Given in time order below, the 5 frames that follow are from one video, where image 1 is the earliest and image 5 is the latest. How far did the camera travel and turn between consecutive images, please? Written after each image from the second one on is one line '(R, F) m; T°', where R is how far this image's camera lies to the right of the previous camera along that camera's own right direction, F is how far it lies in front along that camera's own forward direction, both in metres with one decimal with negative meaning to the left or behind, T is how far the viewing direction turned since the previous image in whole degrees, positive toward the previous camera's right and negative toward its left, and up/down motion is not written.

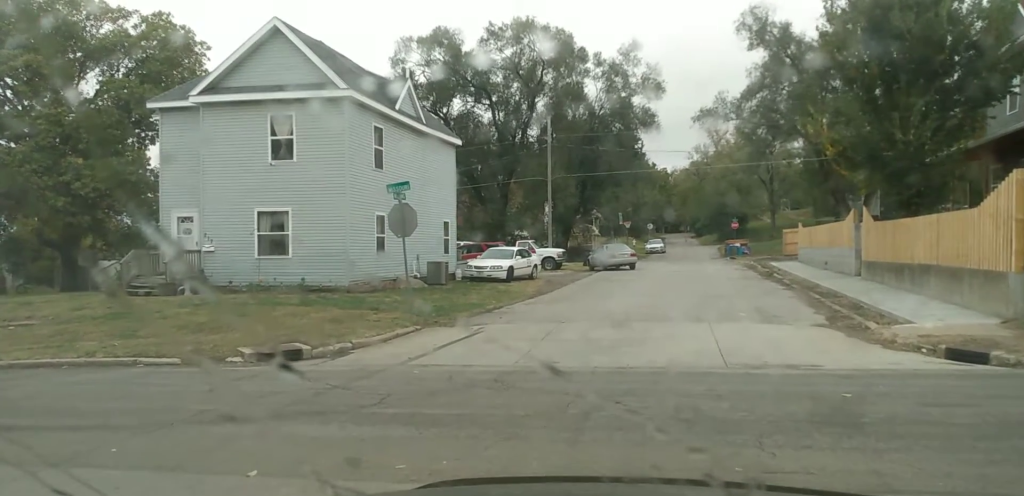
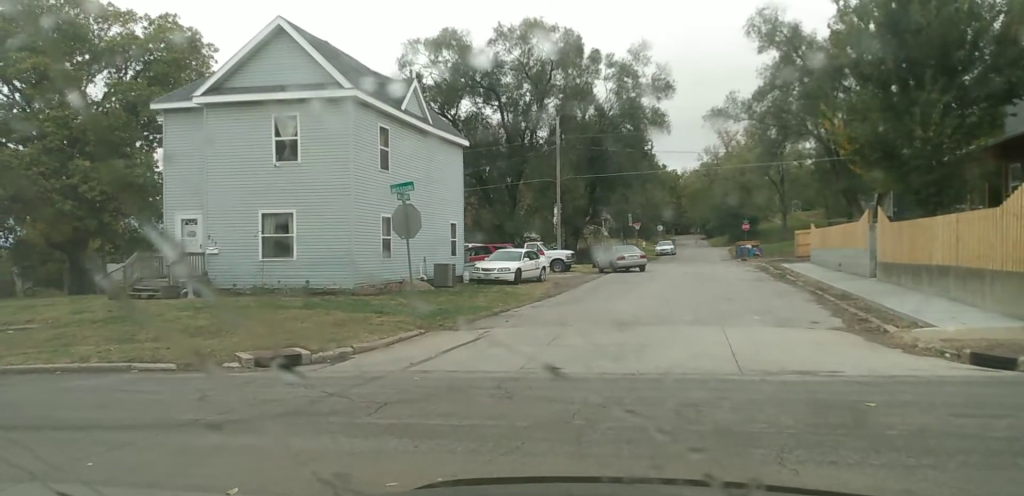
(0.0, +1.1) m; 0°
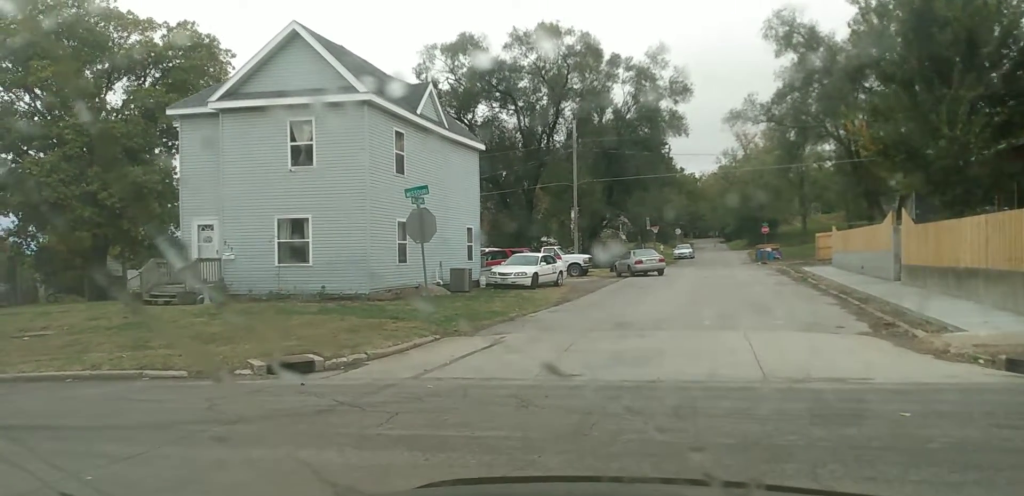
(0.0, +0.6) m; 0°
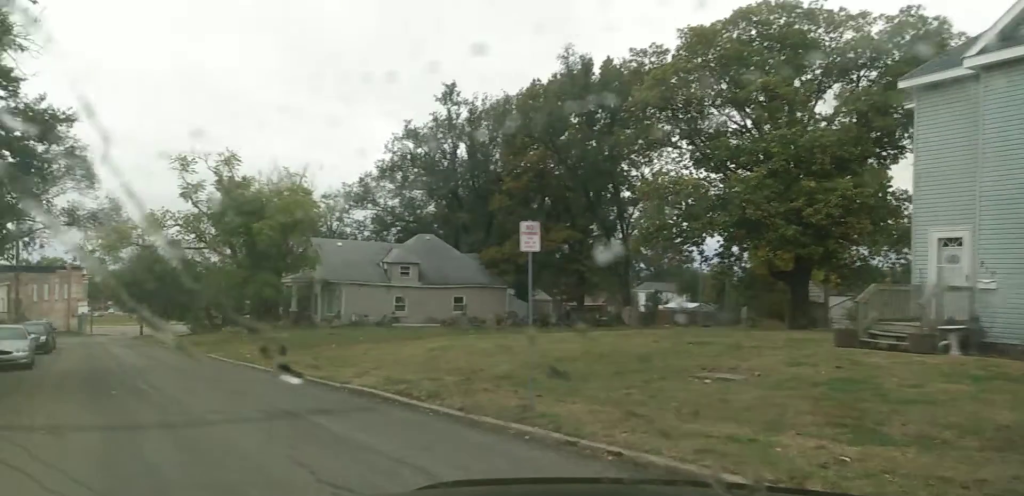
(-1.4, +4.8) m; -30°
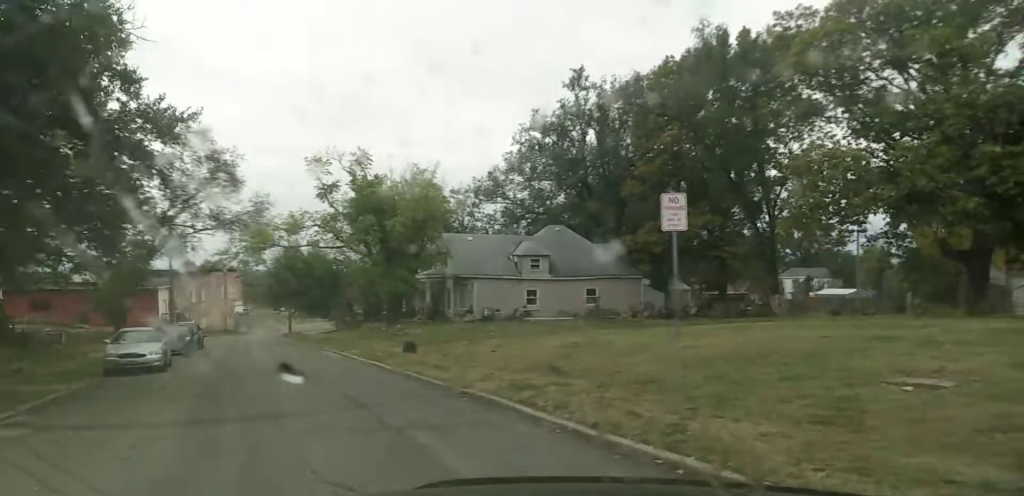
(0.0, +1.6) m; -4°
